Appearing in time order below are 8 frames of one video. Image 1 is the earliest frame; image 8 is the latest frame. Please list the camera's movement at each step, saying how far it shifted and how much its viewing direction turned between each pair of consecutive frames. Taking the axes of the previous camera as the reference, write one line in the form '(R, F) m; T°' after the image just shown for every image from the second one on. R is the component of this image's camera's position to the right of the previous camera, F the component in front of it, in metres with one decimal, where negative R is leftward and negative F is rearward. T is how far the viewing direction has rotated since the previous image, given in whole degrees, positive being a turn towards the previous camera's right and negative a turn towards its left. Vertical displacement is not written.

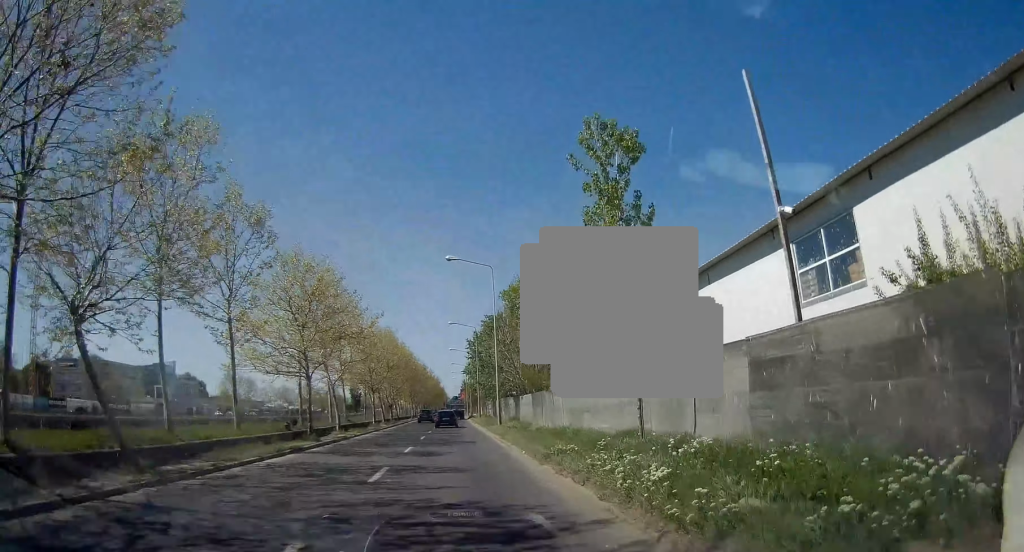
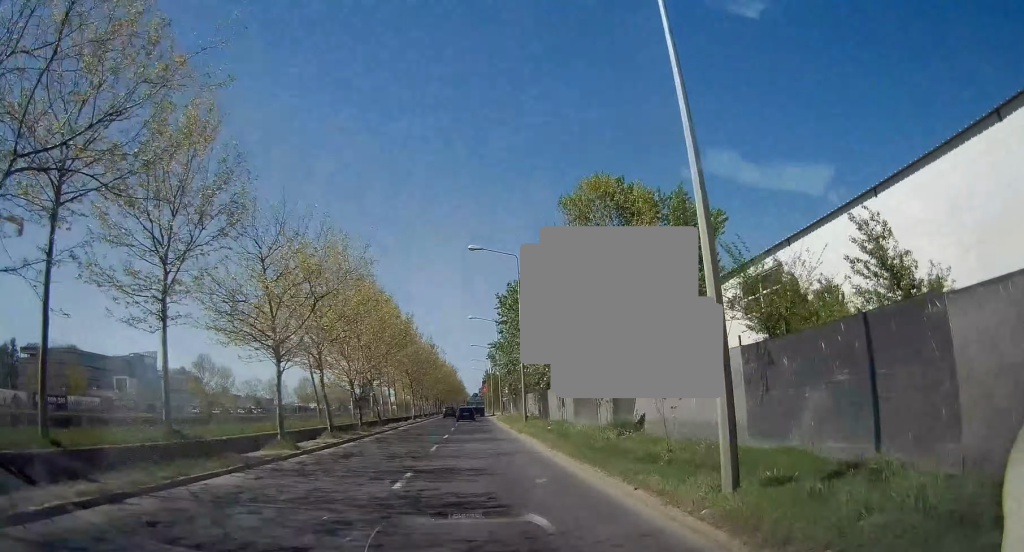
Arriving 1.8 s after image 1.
(-0.1, +27.7) m; -1°
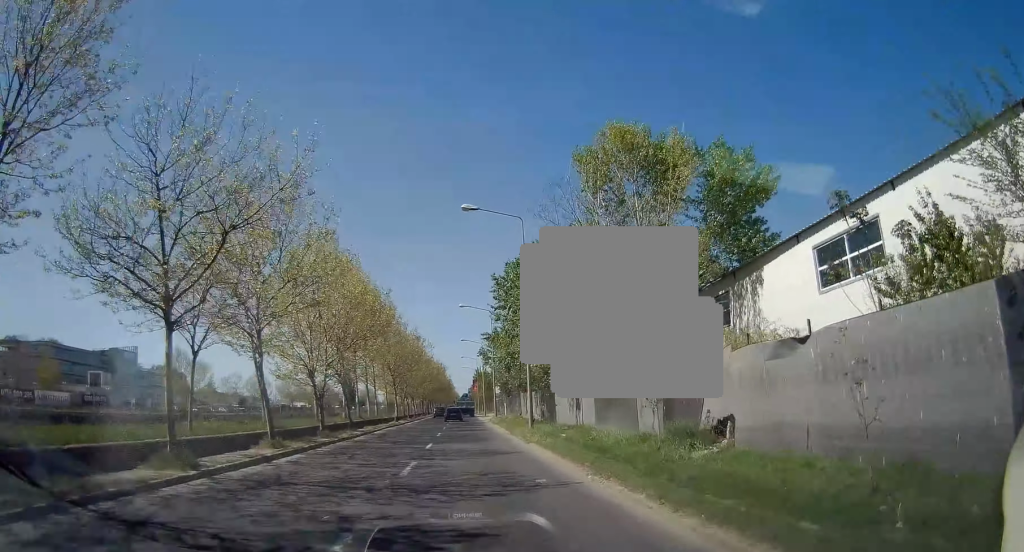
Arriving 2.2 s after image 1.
(0.0, +7.0) m; -1°
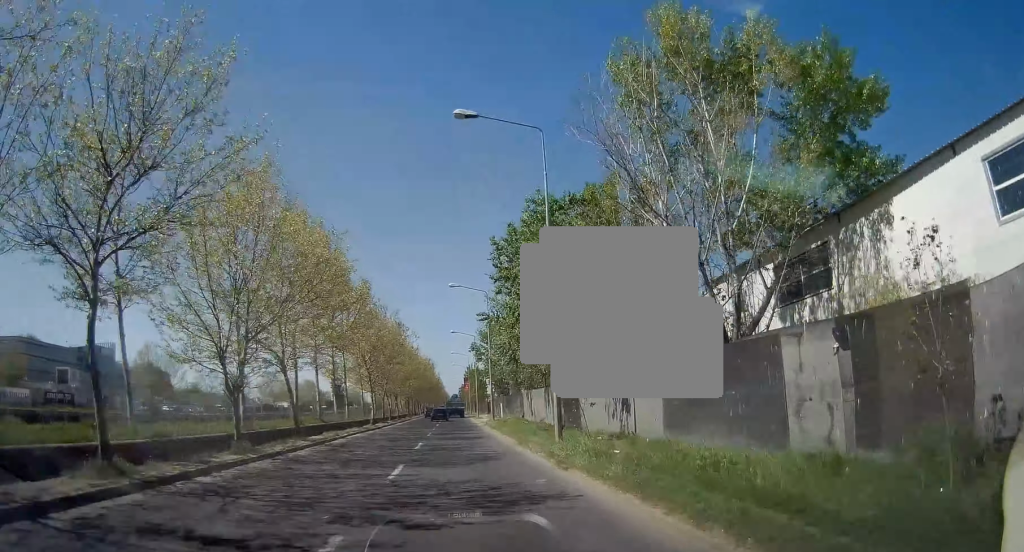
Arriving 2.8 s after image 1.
(+0.1, +9.1) m; -1°
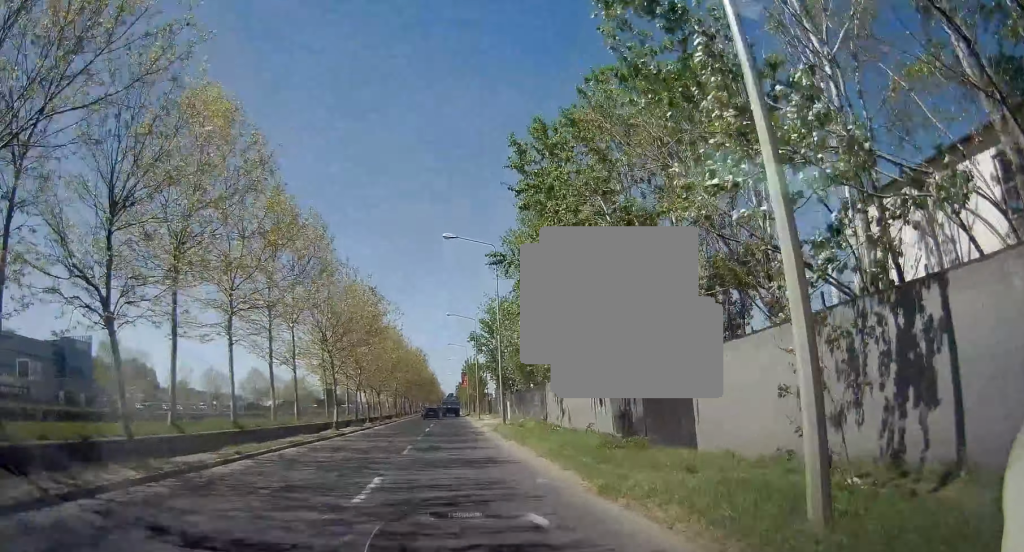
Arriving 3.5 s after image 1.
(-0.3, +12.4) m; +1°
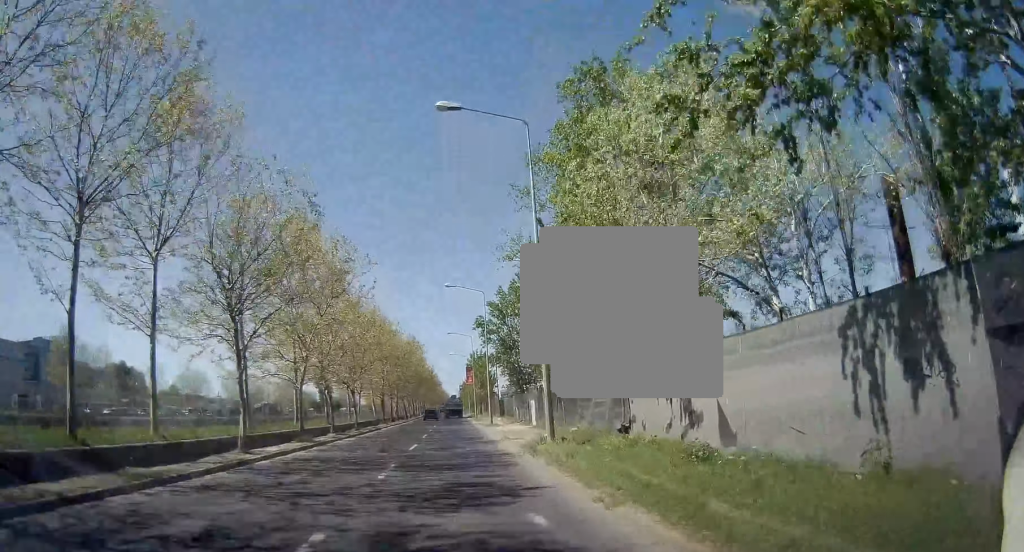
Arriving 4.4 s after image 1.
(+0.4, +14.5) m; +1°
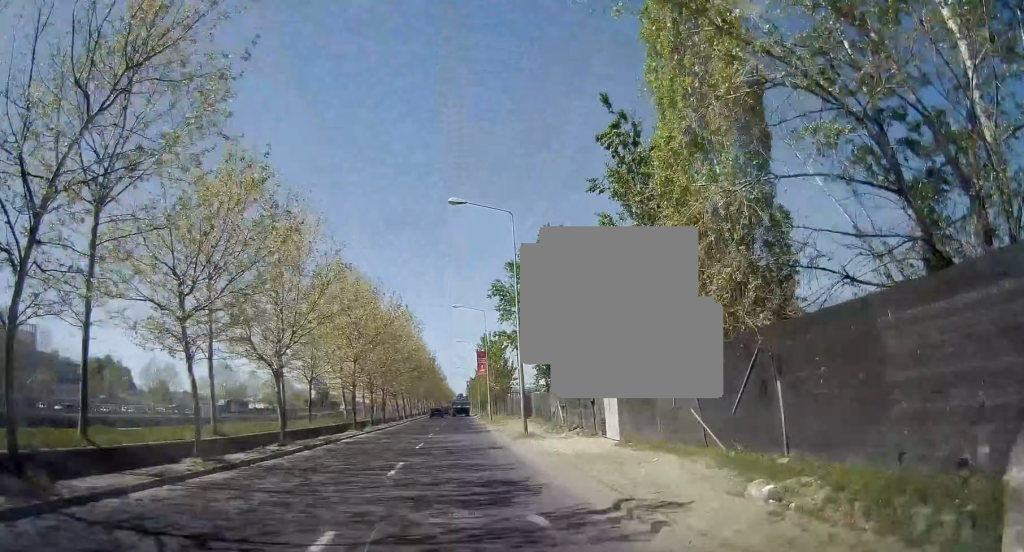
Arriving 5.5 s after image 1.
(0.0, +17.6) m; 0°
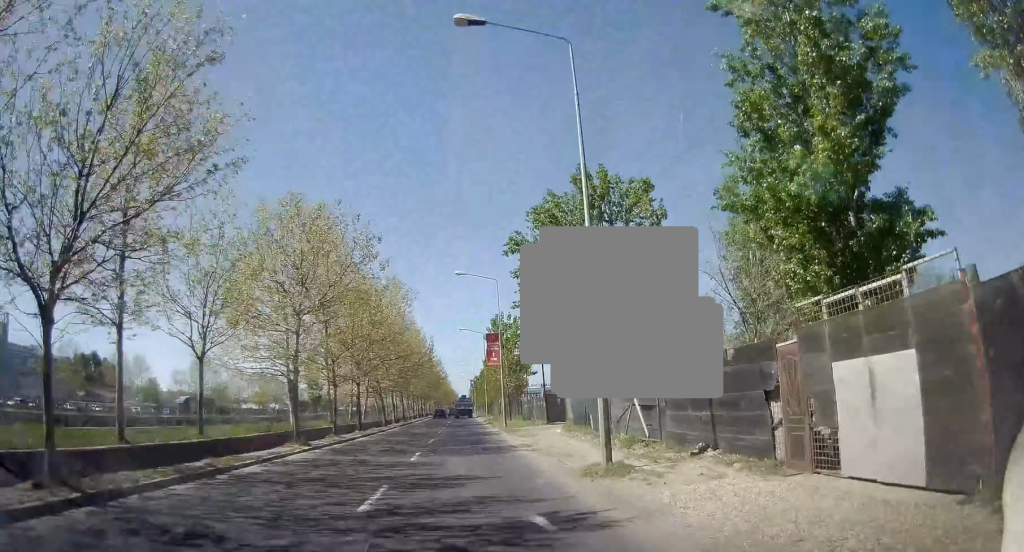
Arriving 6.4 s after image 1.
(-0.1, +13.2) m; -1°
